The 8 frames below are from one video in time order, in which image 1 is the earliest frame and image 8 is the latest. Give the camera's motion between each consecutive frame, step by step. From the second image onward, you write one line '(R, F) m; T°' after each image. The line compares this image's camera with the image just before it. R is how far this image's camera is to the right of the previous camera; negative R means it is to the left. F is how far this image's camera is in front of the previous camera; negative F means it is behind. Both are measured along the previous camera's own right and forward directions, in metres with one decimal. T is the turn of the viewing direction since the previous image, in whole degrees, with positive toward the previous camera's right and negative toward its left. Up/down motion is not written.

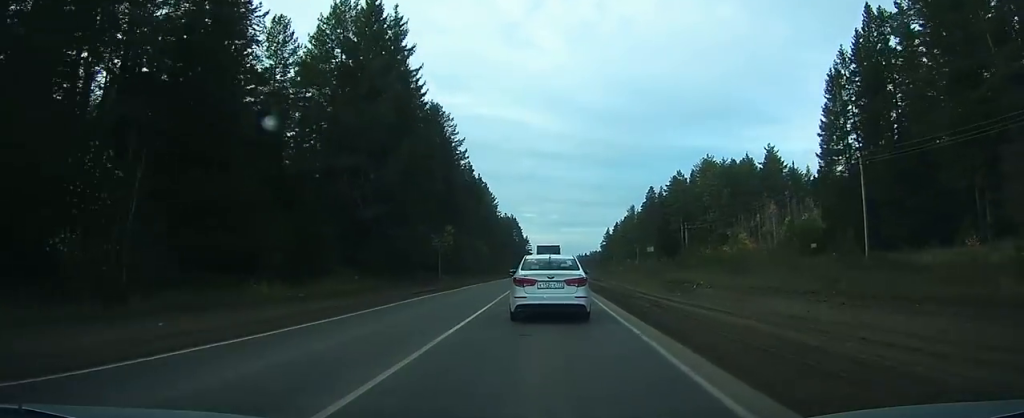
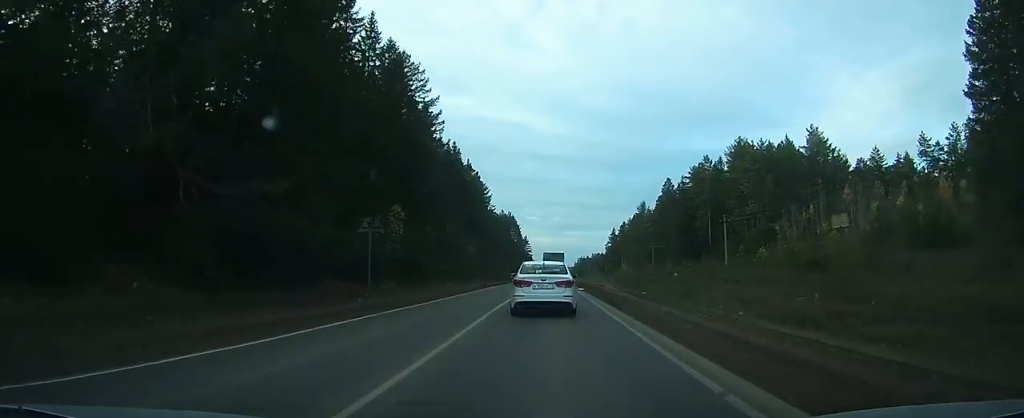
(-0.2, +25.8) m; +1°
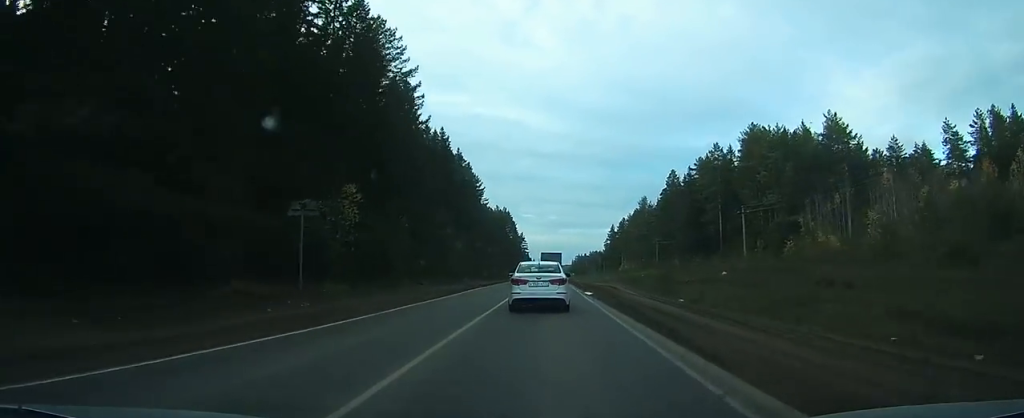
(+0.1, +9.9) m; +1°
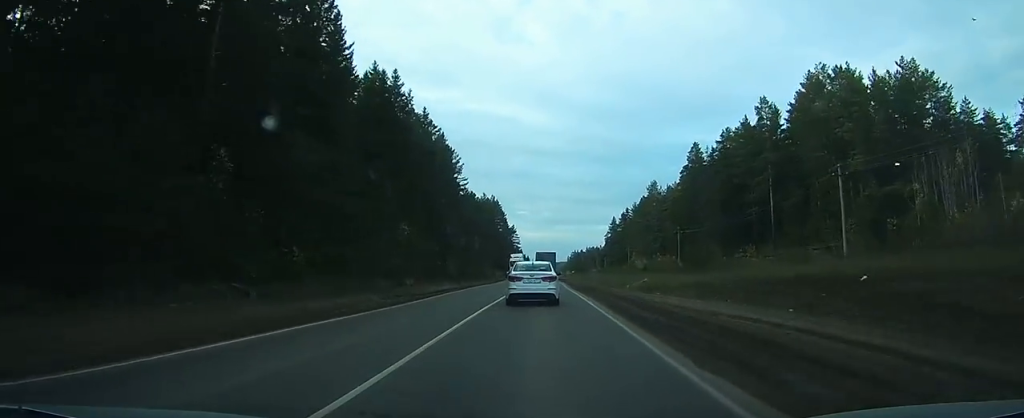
(+0.4, +28.2) m; 0°
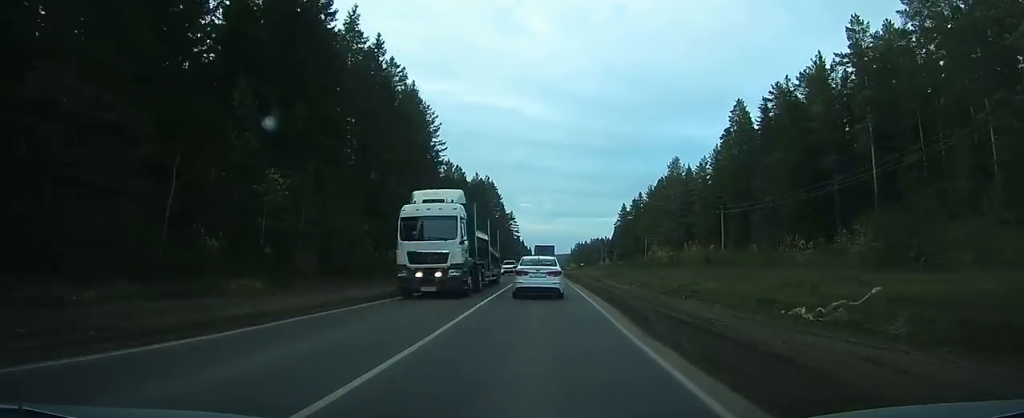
(-0.3, +27.4) m; -1°
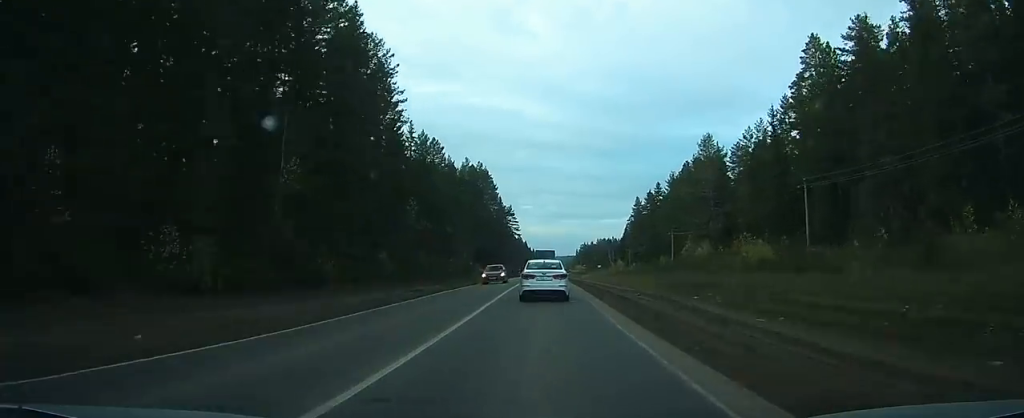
(-0.1, +28.7) m; 0°
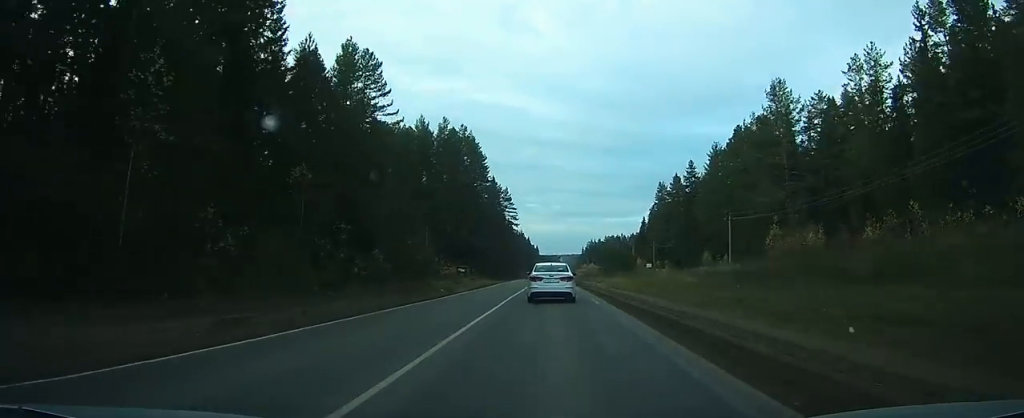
(+0.5, +39.5) m; +1°
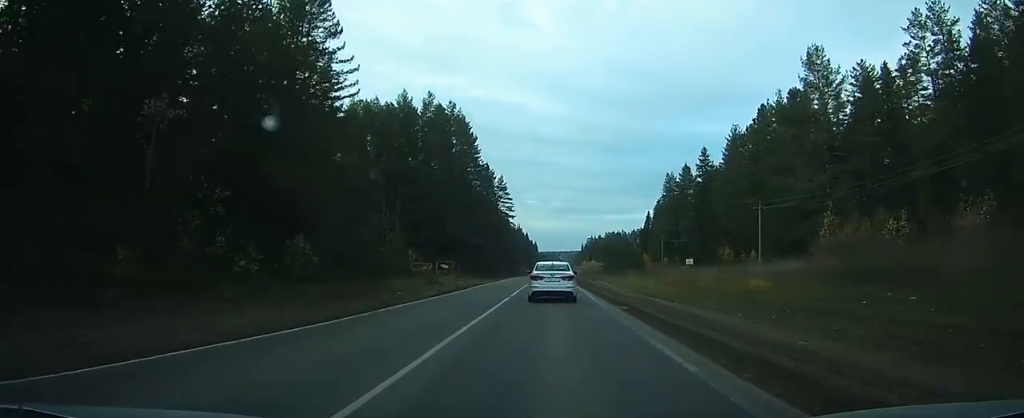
(+0.1, +14.2) m; 0°
